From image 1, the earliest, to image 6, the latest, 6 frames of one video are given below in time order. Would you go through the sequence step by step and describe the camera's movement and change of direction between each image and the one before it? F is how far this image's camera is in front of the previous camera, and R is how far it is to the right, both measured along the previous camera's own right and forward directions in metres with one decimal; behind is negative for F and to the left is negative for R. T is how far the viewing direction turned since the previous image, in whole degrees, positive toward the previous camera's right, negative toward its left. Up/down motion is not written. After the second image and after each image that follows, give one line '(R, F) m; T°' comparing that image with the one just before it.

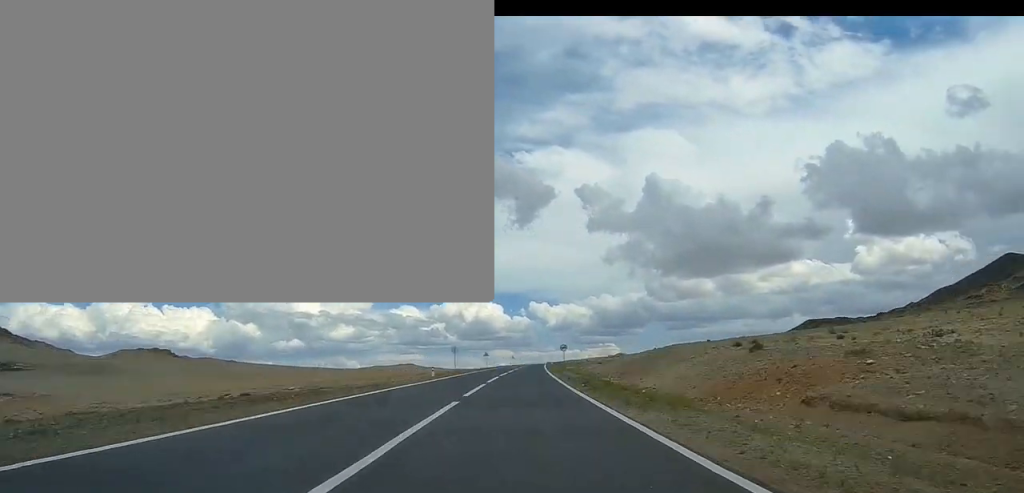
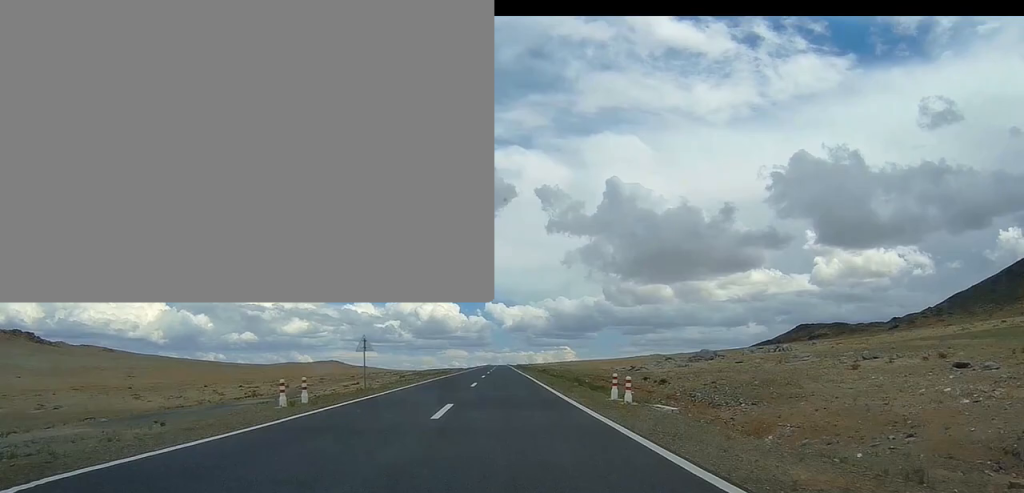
(+4.5, +120.7) m; +2°
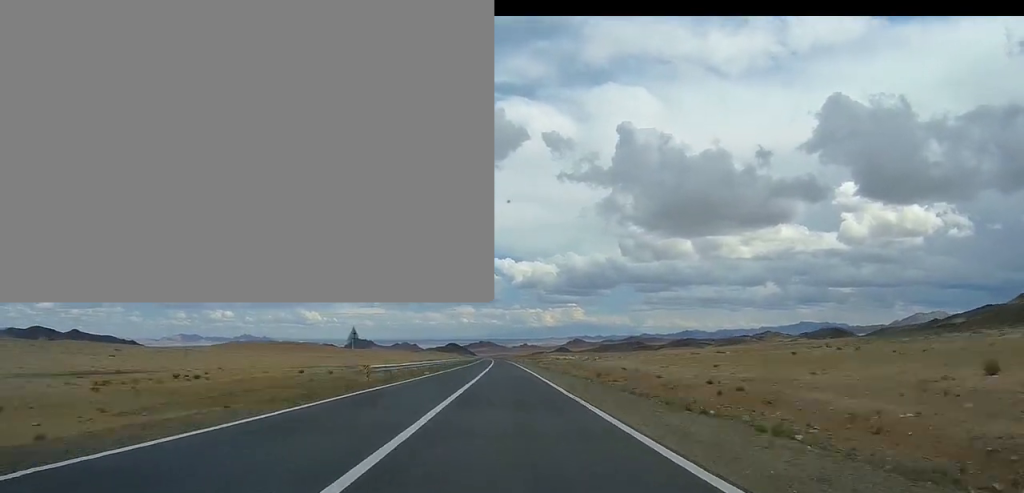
(+1.1, +479.0) m; 0°
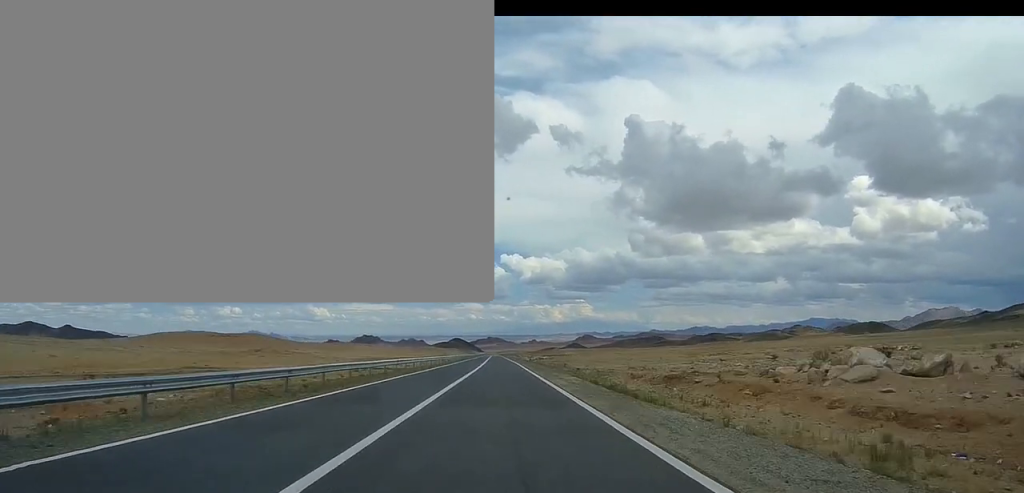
(+0.4, +86.9) m; -1°
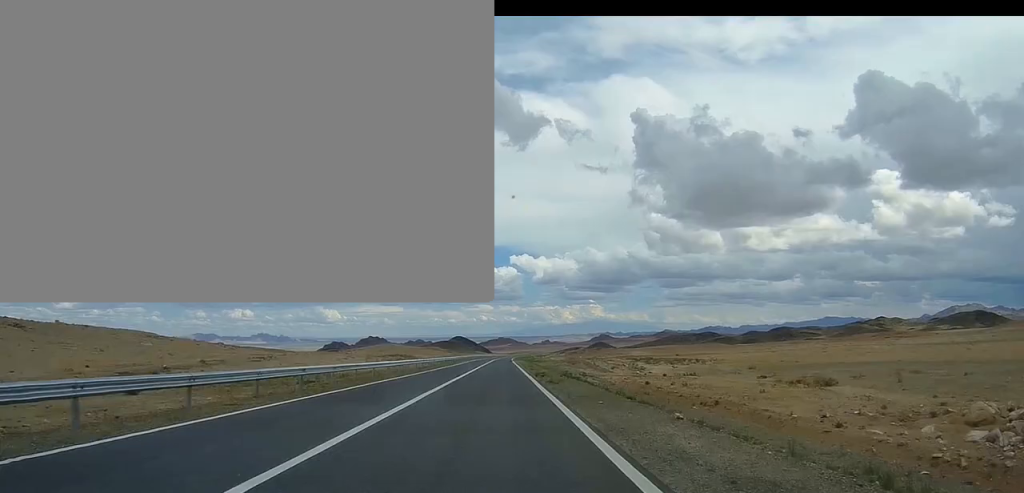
(-5.5, +337.6) m; 0°
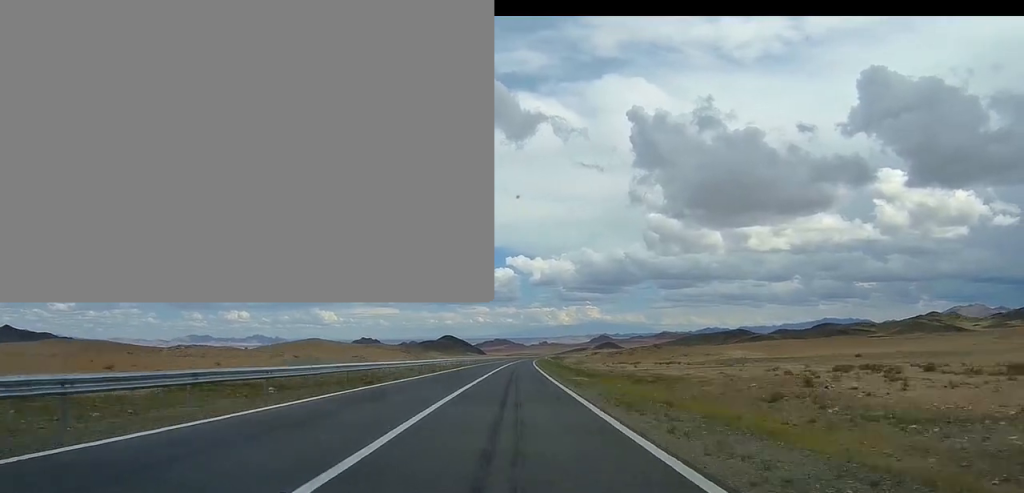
(+1.9, +155.7) m; +2°
